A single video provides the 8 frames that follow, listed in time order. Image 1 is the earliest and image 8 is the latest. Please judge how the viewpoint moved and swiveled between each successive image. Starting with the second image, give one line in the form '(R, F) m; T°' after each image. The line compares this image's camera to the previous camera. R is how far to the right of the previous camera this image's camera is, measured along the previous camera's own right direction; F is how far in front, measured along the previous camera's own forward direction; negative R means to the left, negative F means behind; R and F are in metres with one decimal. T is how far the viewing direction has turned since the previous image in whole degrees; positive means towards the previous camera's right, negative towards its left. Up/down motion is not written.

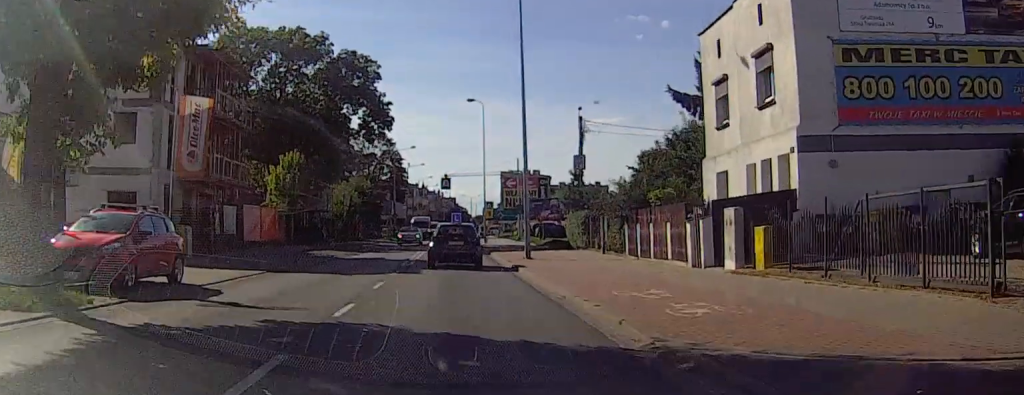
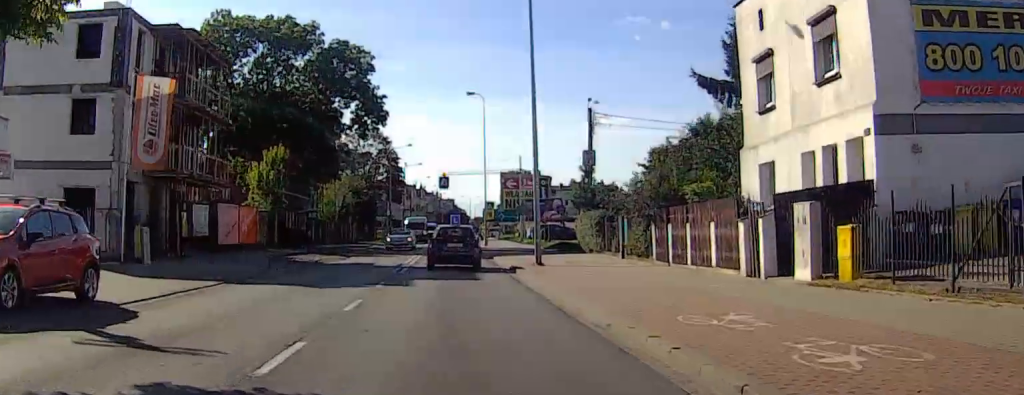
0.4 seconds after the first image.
(0.0, +4.7) m; 0°
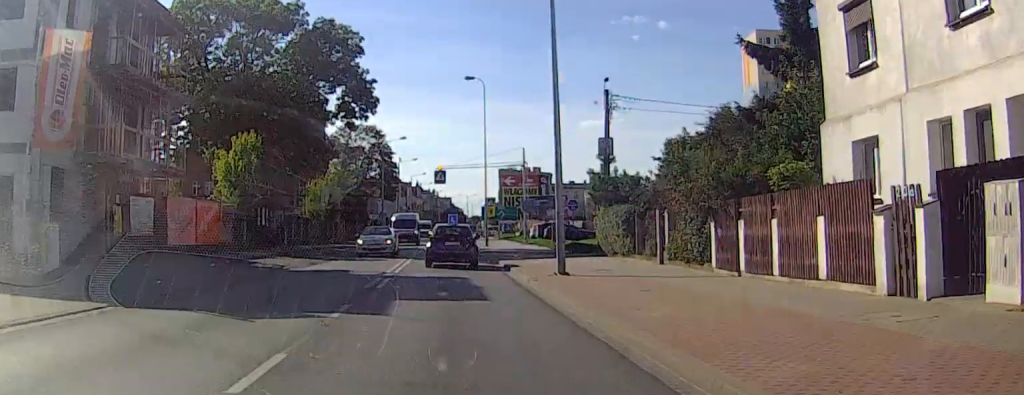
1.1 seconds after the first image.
(0.0, +6.9) m; 0°
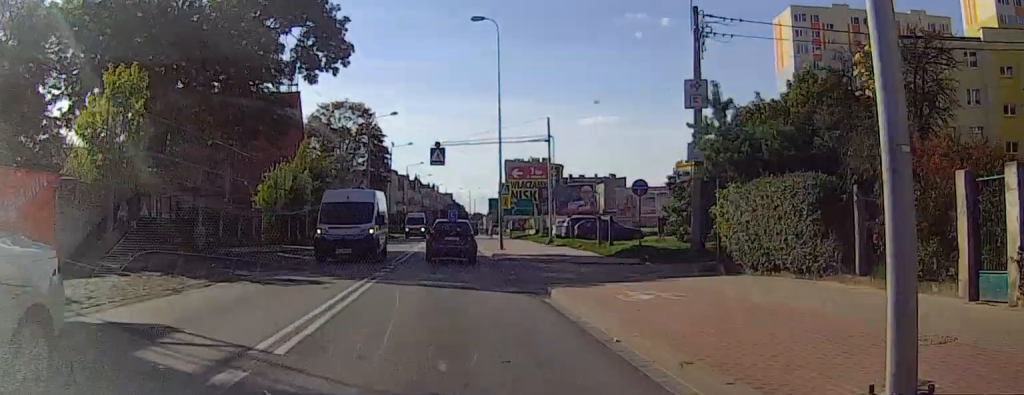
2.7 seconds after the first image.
(0.0, +17.5) m; 0°
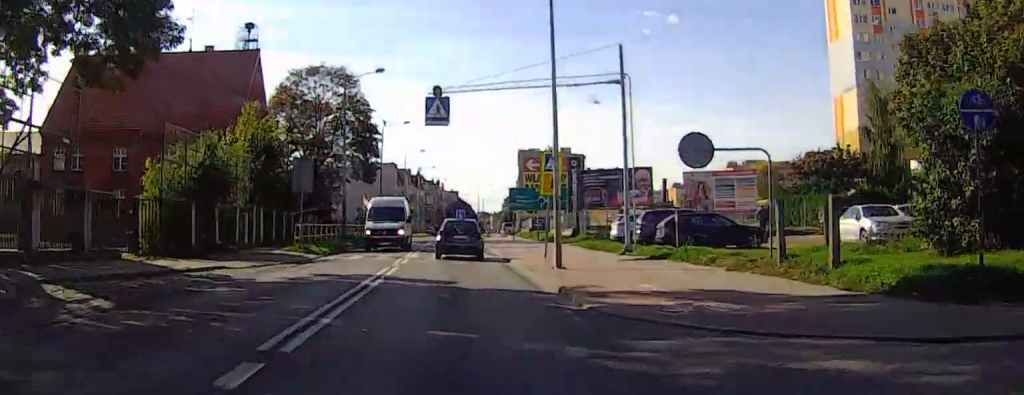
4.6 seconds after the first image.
(0.0, +20.8) m; 0°
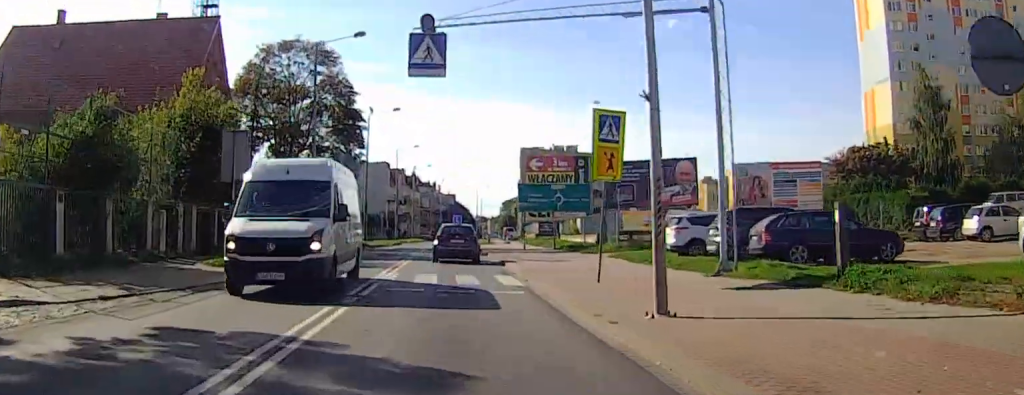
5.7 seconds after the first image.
(0.0, +11.6) m; 0°
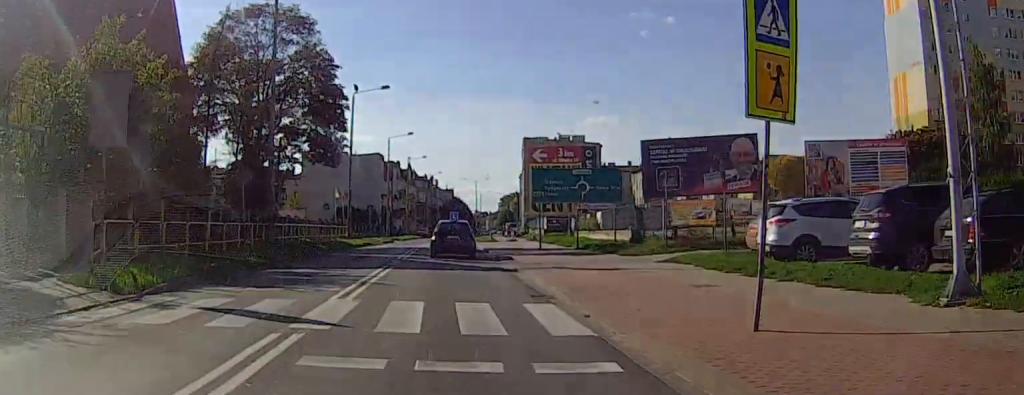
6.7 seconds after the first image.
(0.0, +10.1) m; -1°
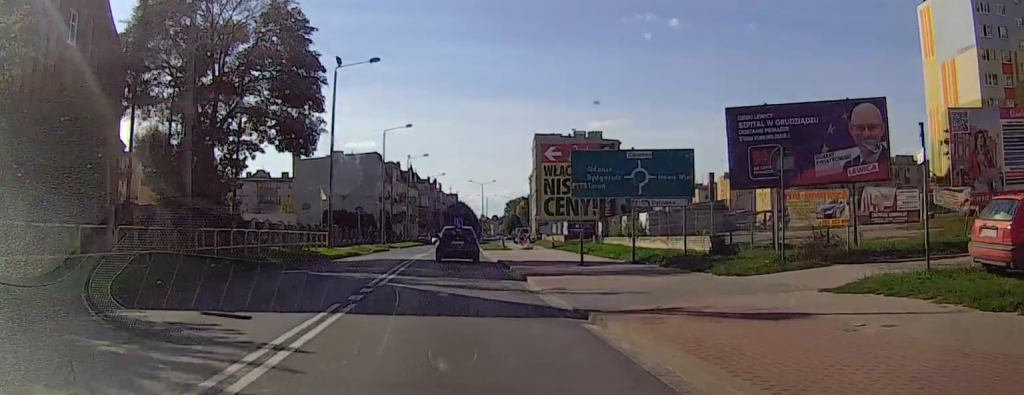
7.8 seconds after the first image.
(-0.1, +11.7) m; -1°
